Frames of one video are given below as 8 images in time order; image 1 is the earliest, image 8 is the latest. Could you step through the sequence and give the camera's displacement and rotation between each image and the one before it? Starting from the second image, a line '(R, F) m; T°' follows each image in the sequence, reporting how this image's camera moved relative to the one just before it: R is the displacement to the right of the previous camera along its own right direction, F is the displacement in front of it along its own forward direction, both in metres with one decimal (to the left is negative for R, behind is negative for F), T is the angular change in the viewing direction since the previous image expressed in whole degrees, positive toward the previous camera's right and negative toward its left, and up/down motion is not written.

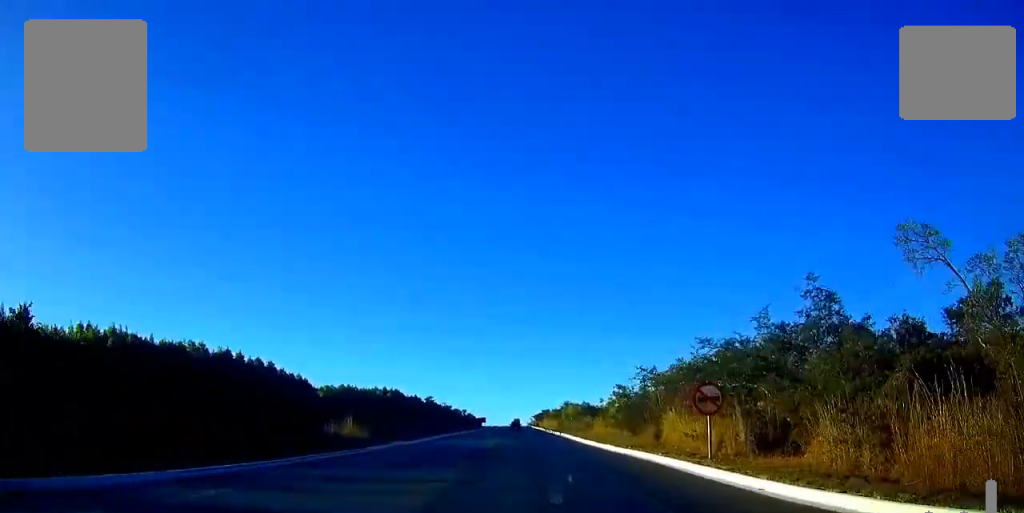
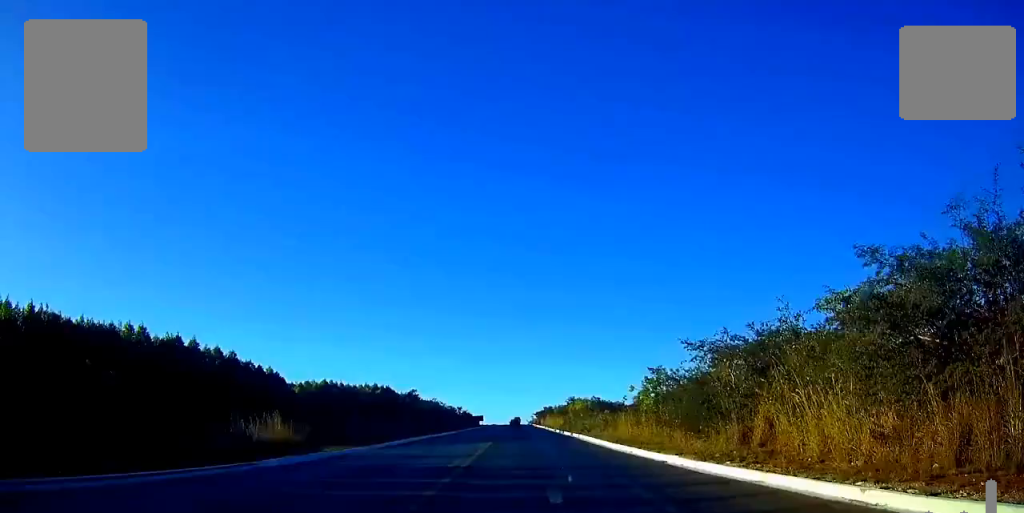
(0.0, +15.1) m; 0°
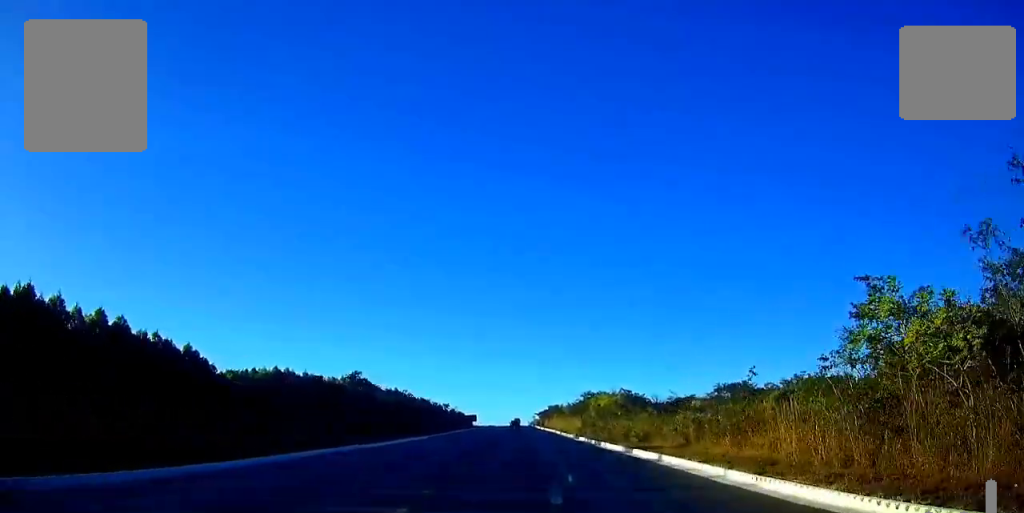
(-0.1, +29.3) m; 0°
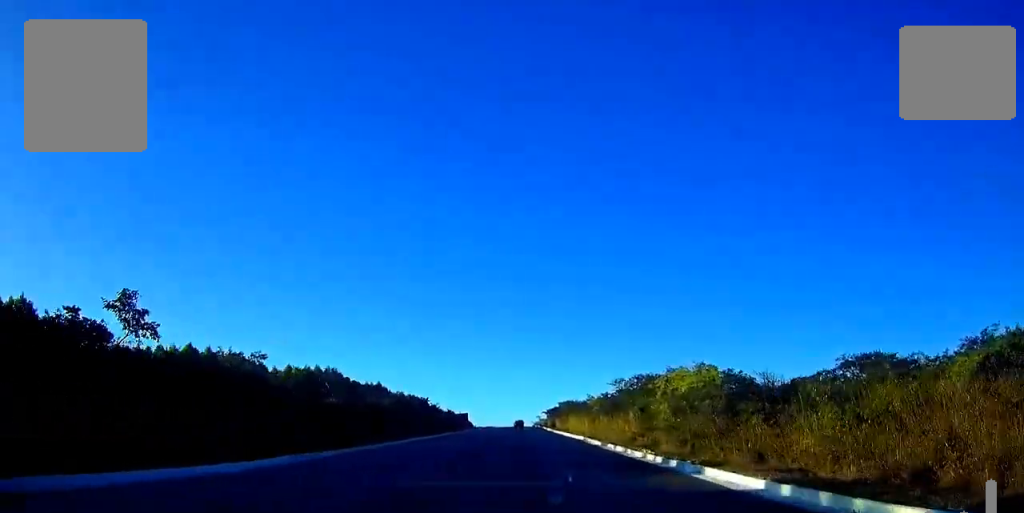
(+0.1, +33.3) m; 0°
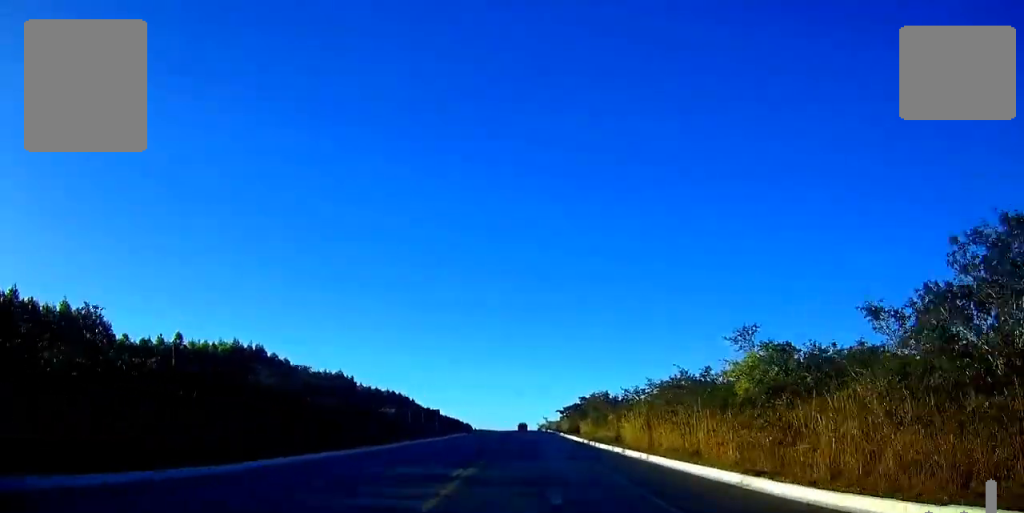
(-0.2, +44.9) m; 0°
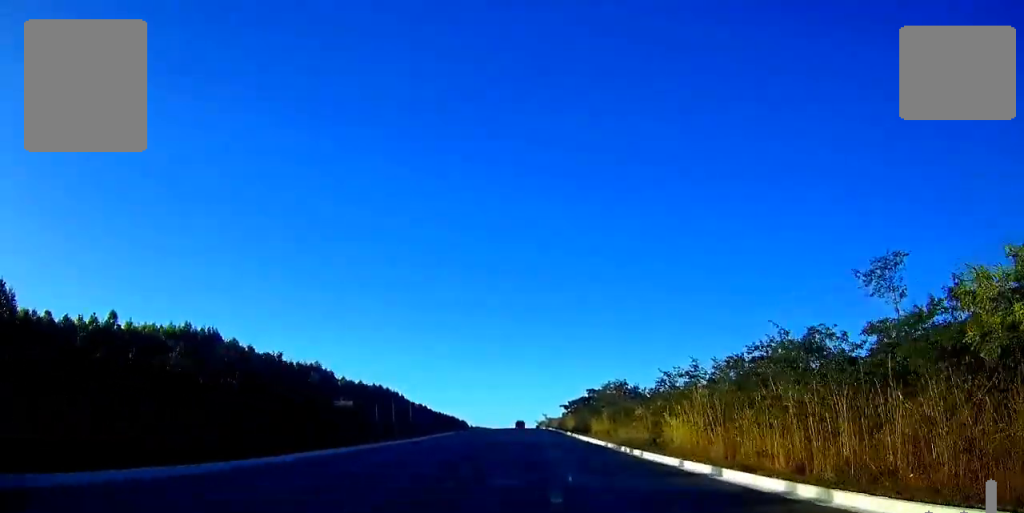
(0.0, +15.4) m; 0°
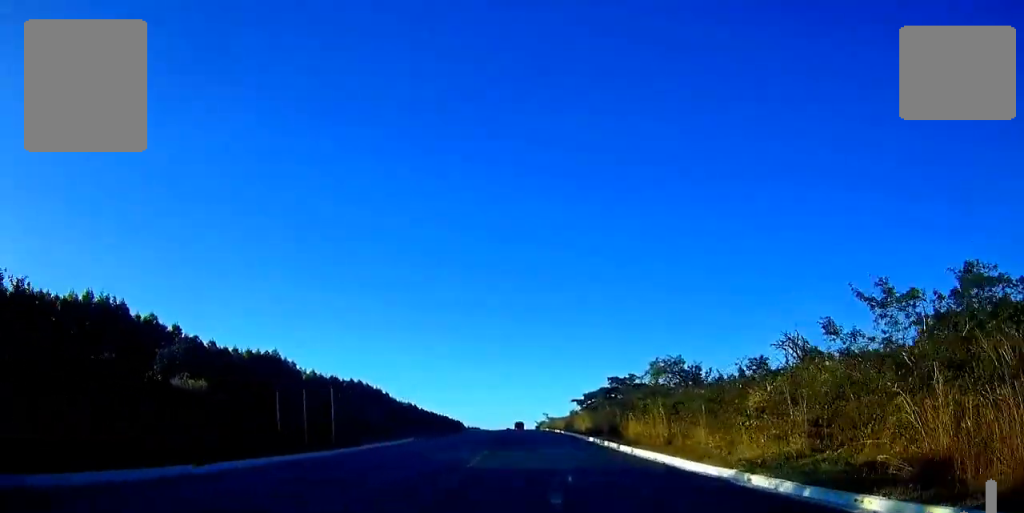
(+0.1, +23.1) m; 0°
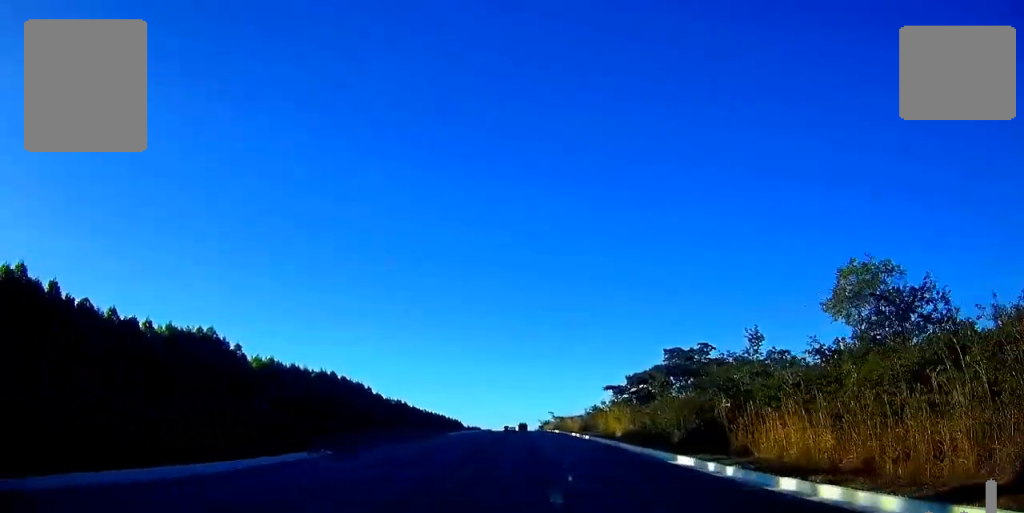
(+0.1, +25.0) m; 0°
